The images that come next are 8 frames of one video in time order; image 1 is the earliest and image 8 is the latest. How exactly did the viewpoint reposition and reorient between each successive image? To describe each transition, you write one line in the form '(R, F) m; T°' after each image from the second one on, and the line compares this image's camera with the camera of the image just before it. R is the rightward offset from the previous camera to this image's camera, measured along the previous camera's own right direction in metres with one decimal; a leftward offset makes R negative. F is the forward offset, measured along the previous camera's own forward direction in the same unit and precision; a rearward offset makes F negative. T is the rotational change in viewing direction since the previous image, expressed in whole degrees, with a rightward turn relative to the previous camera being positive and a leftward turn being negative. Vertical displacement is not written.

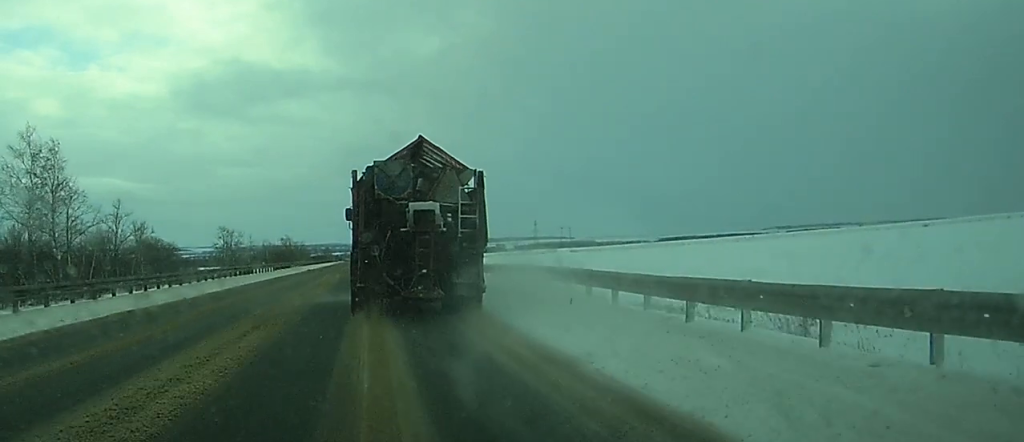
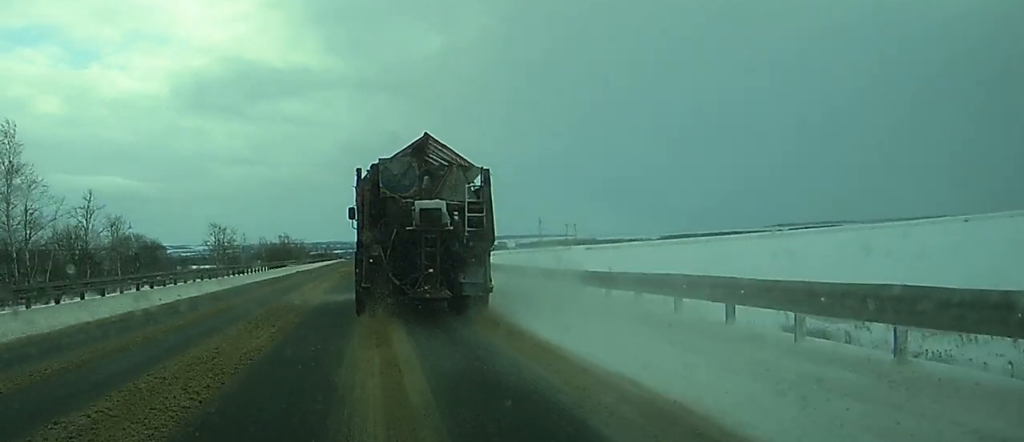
(-0.1, +15.1) m; 0°
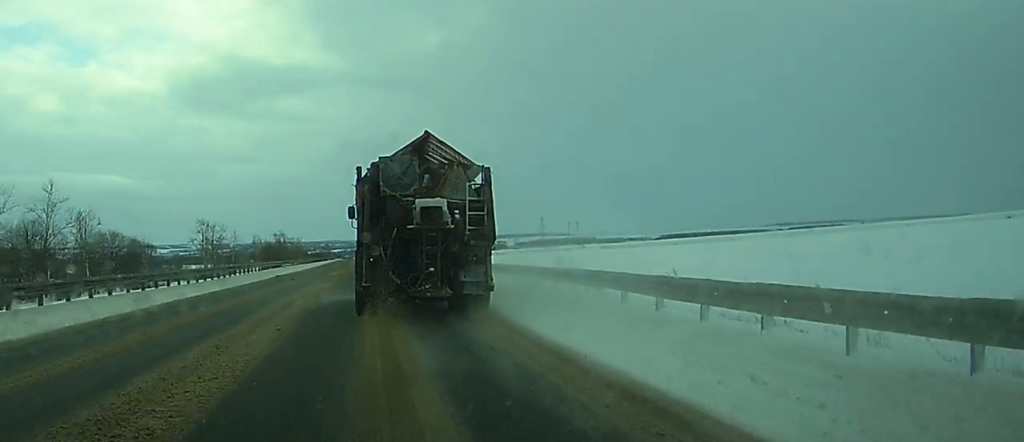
(0.0, +15.0) m; 0°
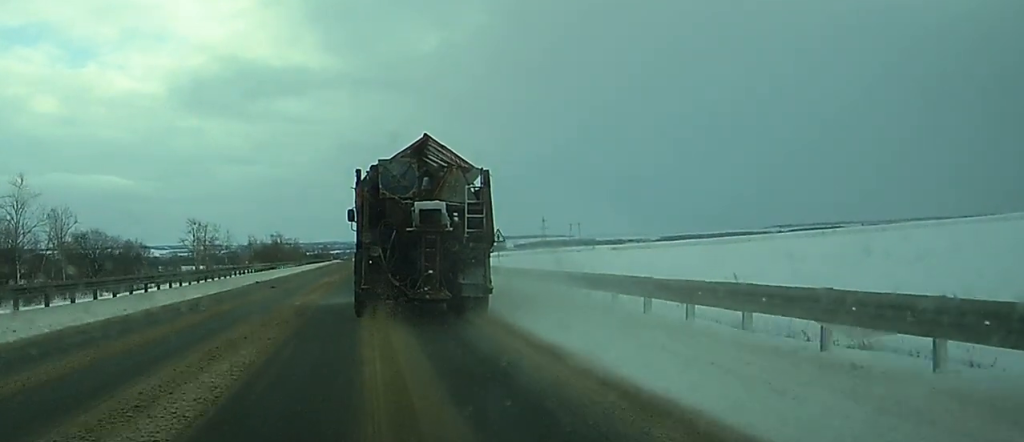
(0.0, +9.5) m; 0°
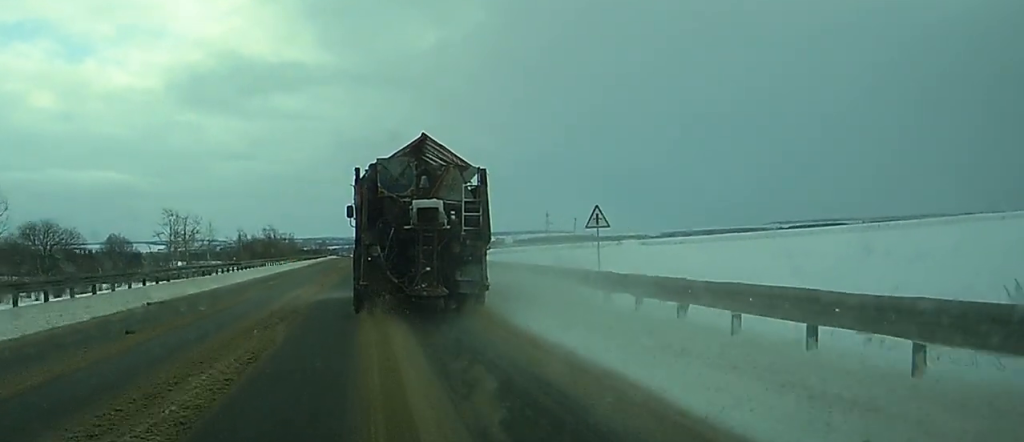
(+0.2, +21.9) m; +1°
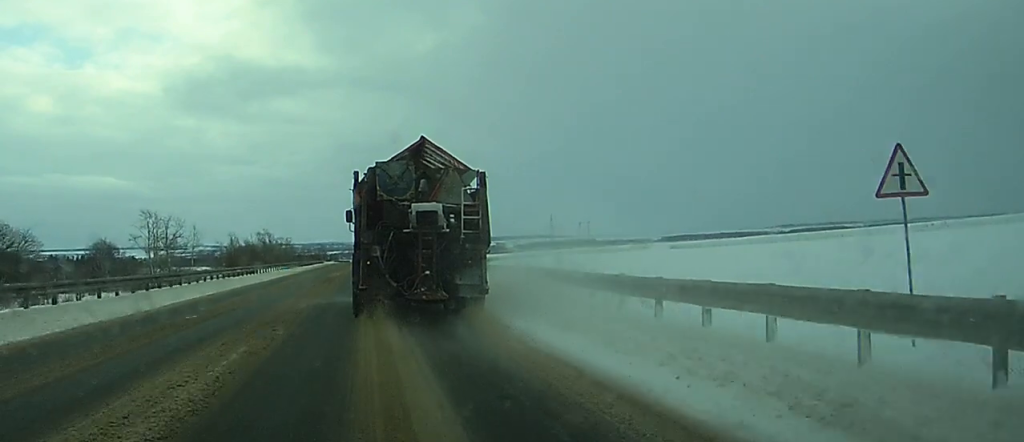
(0.0, +16.9) m; 0°
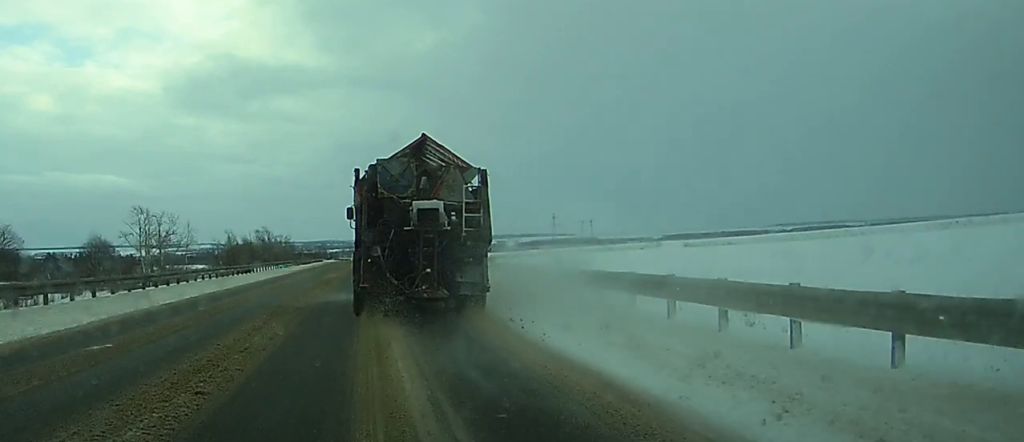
(0.0, +6.5) m; 0°
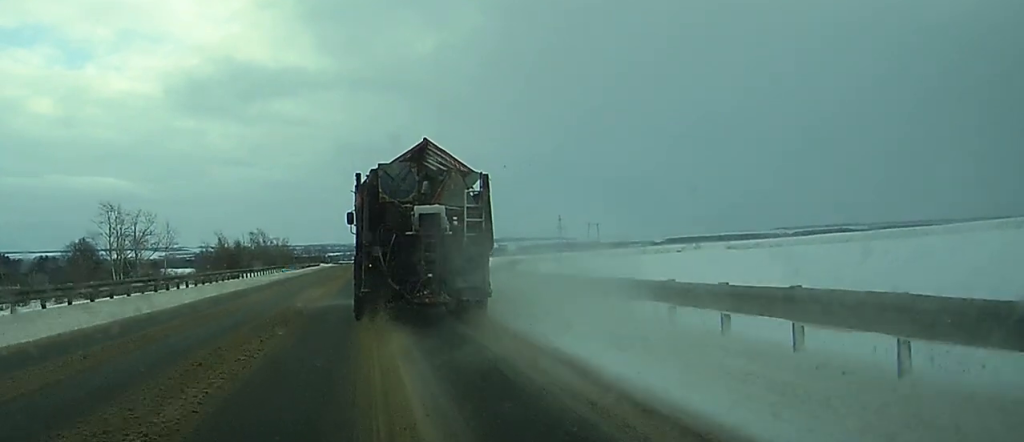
(-0.1, +18.0) m; 0°
